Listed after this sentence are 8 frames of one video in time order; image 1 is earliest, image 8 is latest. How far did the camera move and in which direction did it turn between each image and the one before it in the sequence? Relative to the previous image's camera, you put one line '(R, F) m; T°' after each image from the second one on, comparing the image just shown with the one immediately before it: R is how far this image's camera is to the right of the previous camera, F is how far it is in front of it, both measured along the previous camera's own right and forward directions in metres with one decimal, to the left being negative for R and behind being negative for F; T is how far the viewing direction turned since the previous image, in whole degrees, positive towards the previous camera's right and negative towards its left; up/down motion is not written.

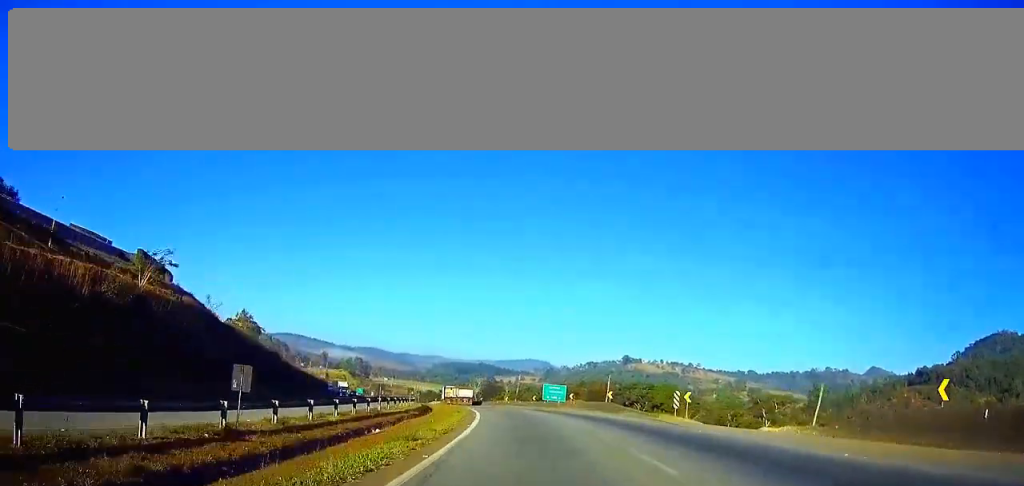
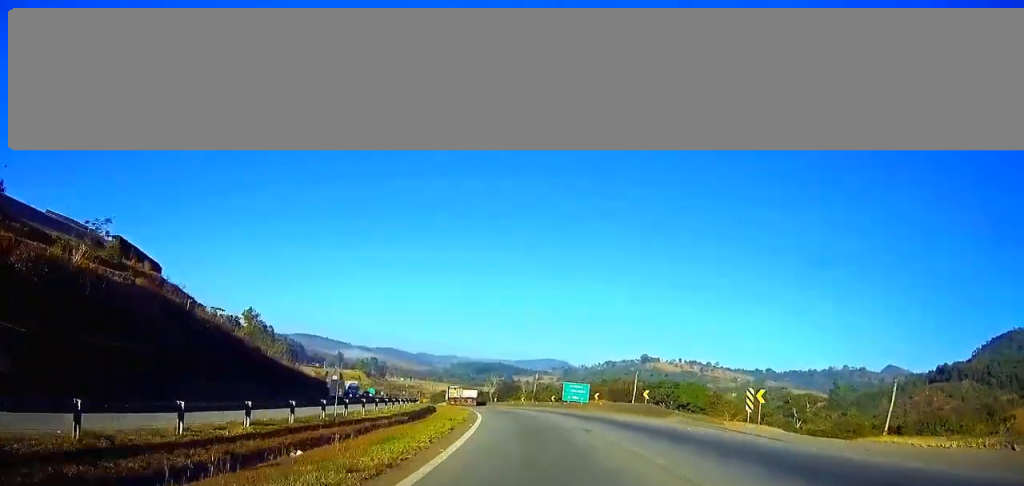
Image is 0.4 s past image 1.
(-0.1, +10.6) m; -1°
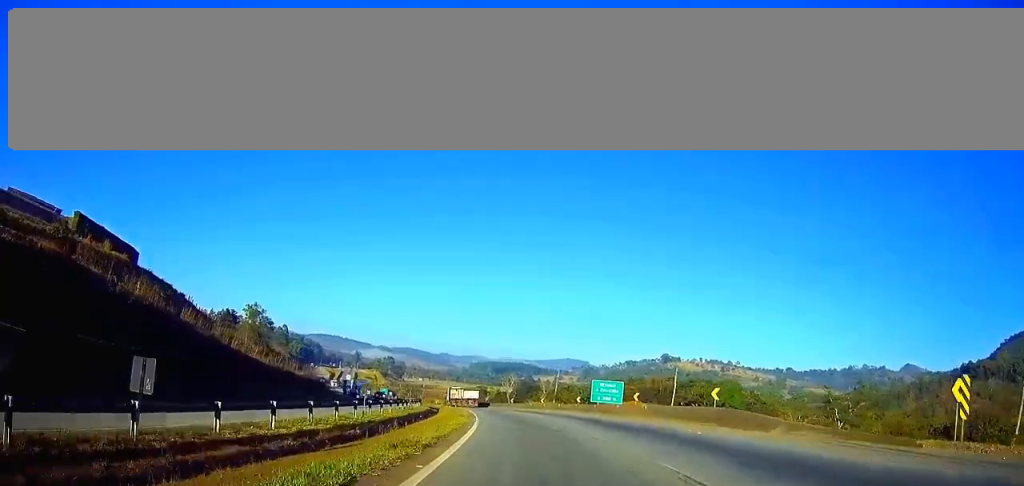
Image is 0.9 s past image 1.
(+0.2, +14.2) m; -1°
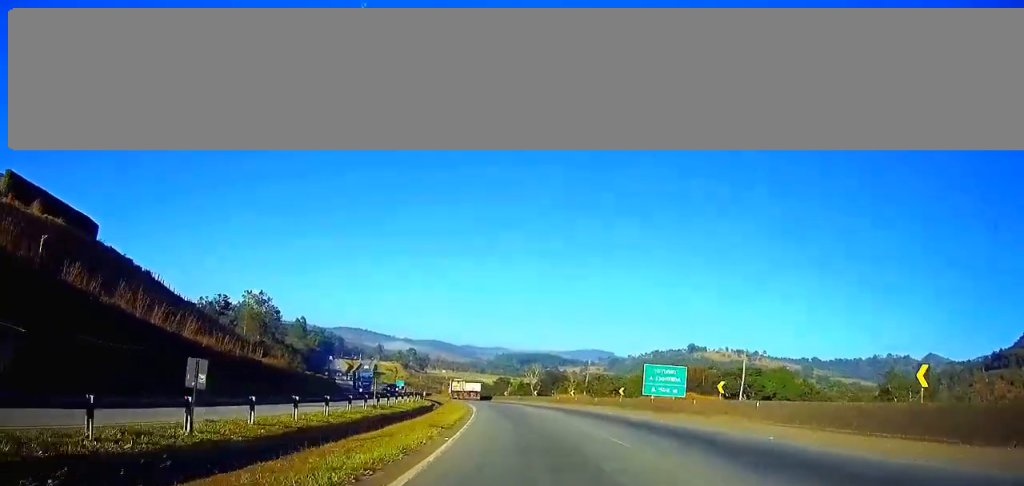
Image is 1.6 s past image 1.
(-0.5, +18.1) m; -2°
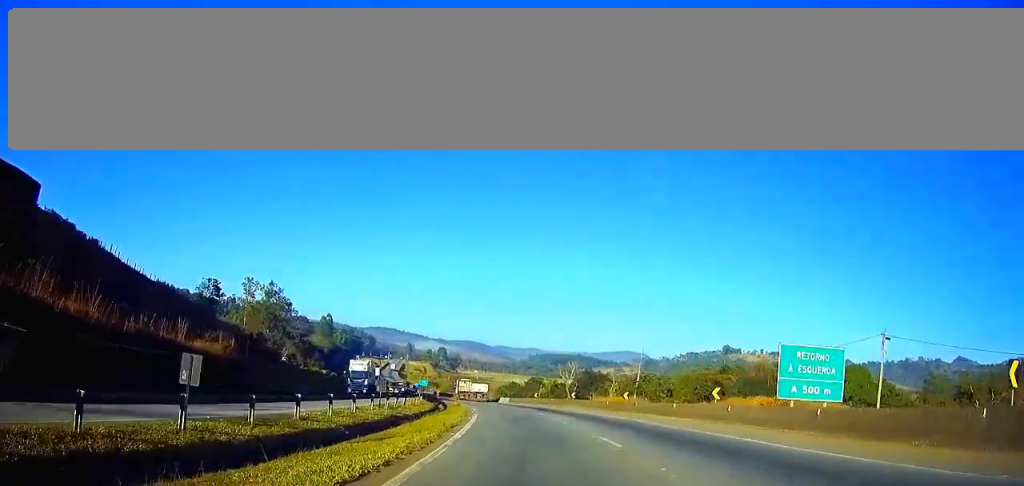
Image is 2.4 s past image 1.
(-0.5, +21.0) m; -2°
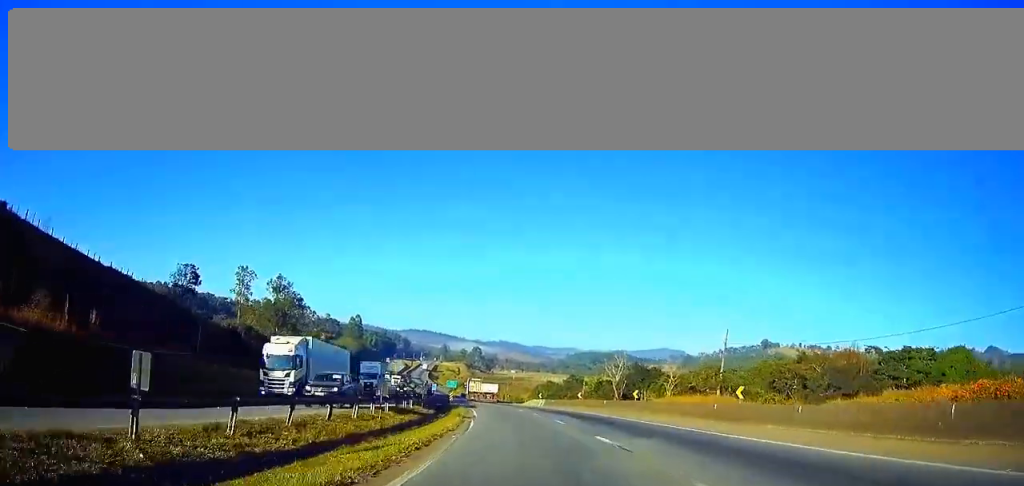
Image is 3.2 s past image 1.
(-0.3, +23.2) m; -3°
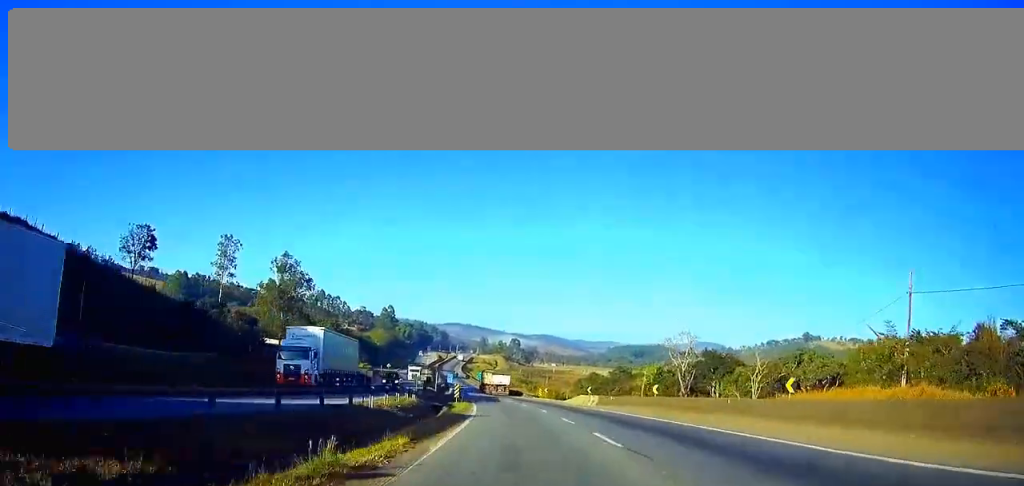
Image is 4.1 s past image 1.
(-0.7, +26.3) m; -4°
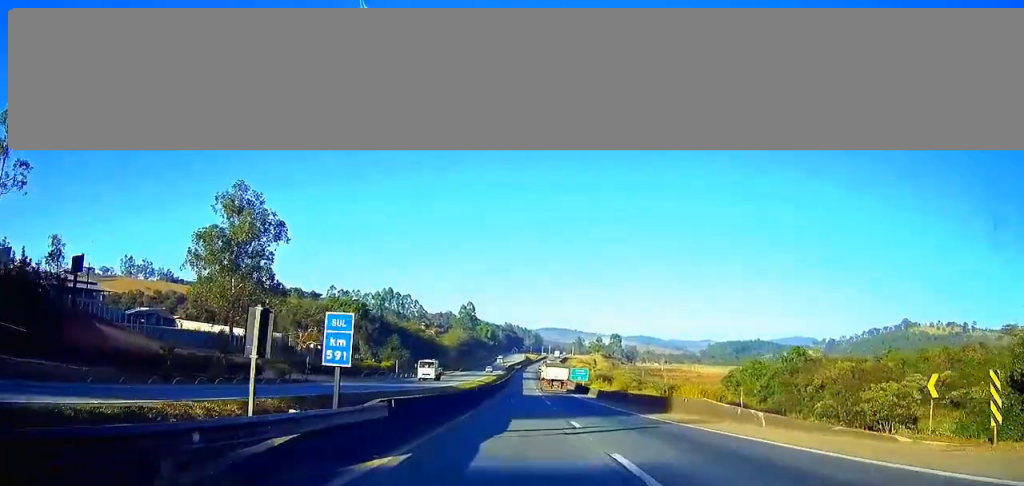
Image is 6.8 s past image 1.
(-5.3, +77.2) m; -7°
